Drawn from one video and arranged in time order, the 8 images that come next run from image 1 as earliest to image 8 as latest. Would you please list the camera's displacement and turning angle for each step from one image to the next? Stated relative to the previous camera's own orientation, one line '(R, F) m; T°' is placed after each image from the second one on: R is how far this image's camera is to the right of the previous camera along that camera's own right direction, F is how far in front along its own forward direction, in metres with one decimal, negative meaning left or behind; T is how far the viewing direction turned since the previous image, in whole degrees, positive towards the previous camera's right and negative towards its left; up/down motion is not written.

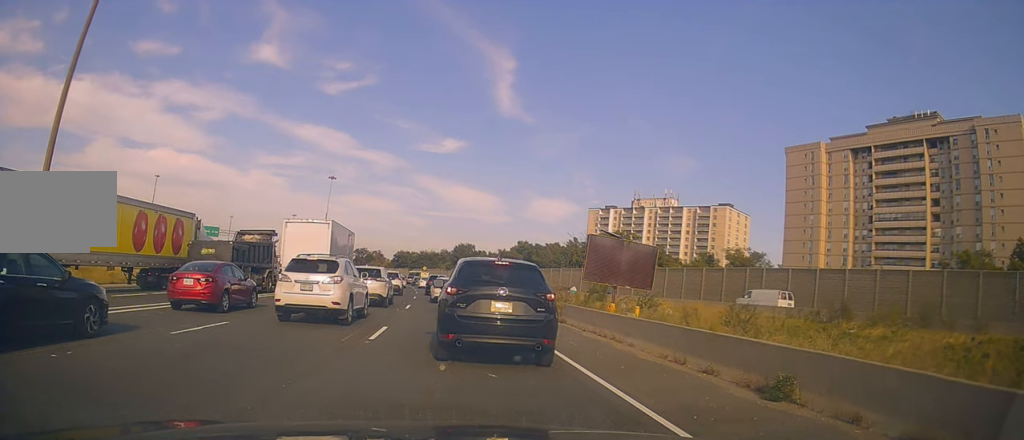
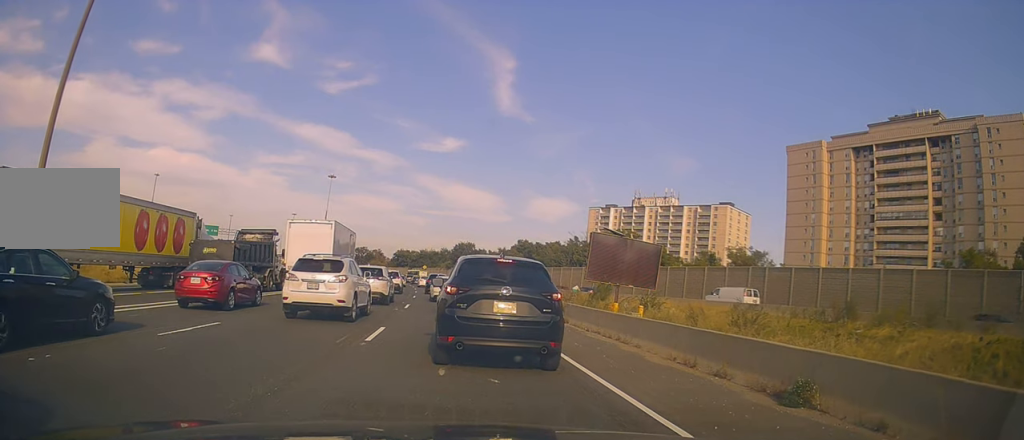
(+0.1, +0.5) m; 0°
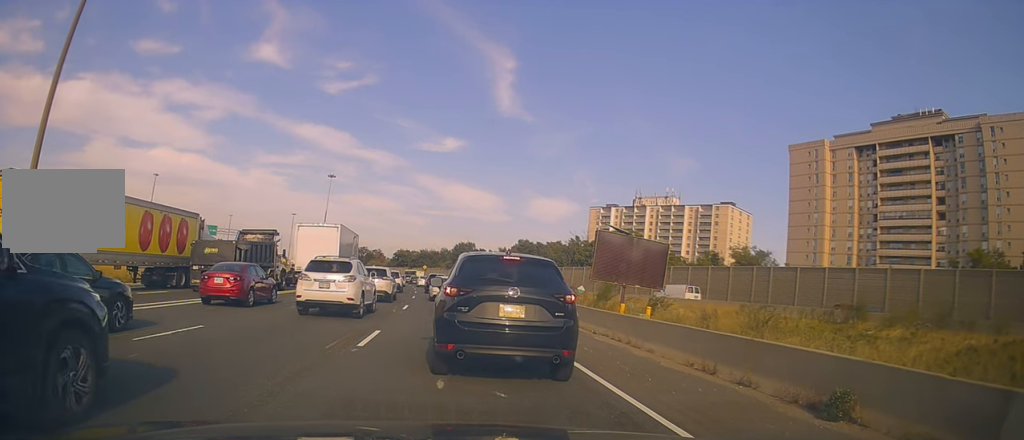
(+0.3, +0.9) m; 0°
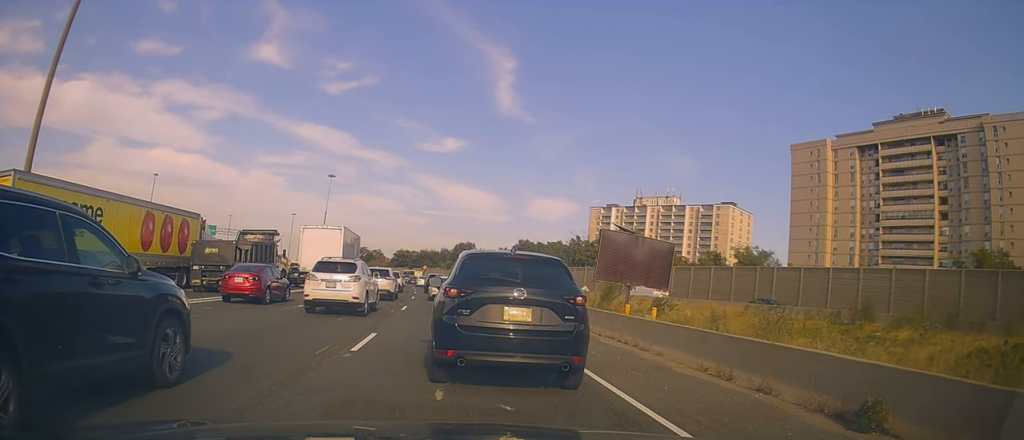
(+0.2, +0.6) m; 0°
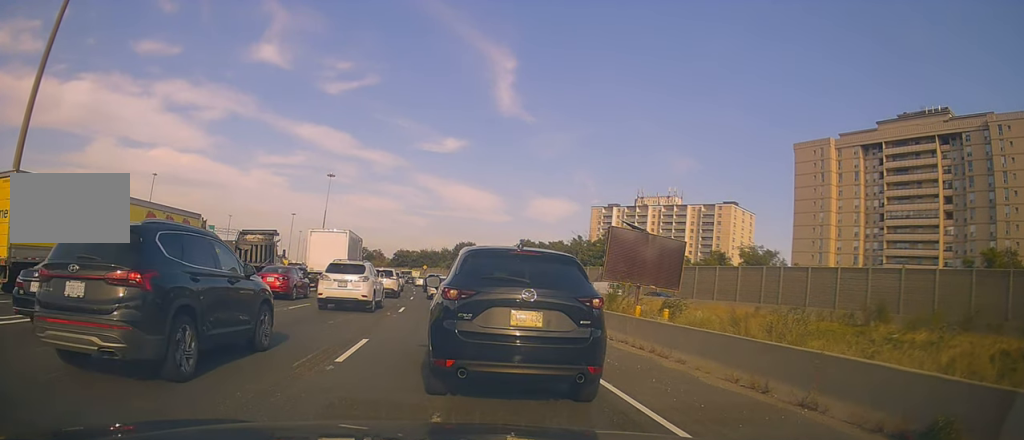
(-0.2, +1.0) m; 0°
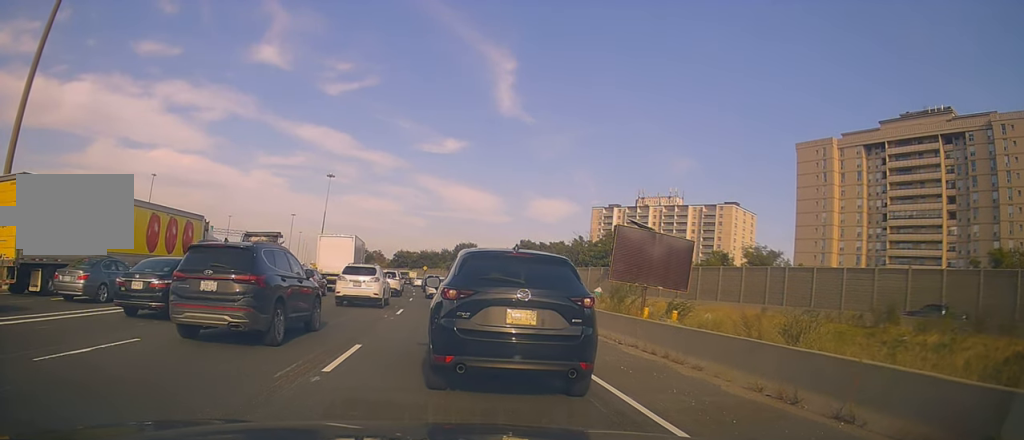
(-0.2, +1.2) m; 0°
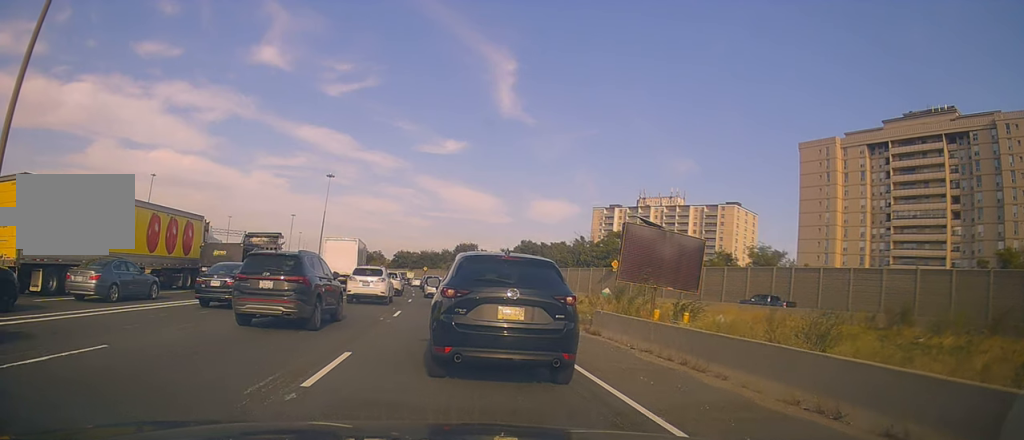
(+0.2, +0.9) m; 0°
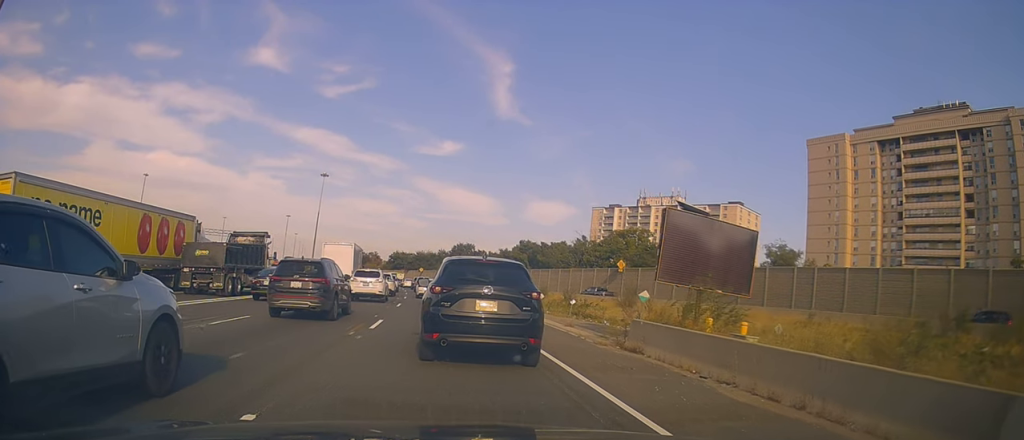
(-0.4, +1.8) m; +1°
